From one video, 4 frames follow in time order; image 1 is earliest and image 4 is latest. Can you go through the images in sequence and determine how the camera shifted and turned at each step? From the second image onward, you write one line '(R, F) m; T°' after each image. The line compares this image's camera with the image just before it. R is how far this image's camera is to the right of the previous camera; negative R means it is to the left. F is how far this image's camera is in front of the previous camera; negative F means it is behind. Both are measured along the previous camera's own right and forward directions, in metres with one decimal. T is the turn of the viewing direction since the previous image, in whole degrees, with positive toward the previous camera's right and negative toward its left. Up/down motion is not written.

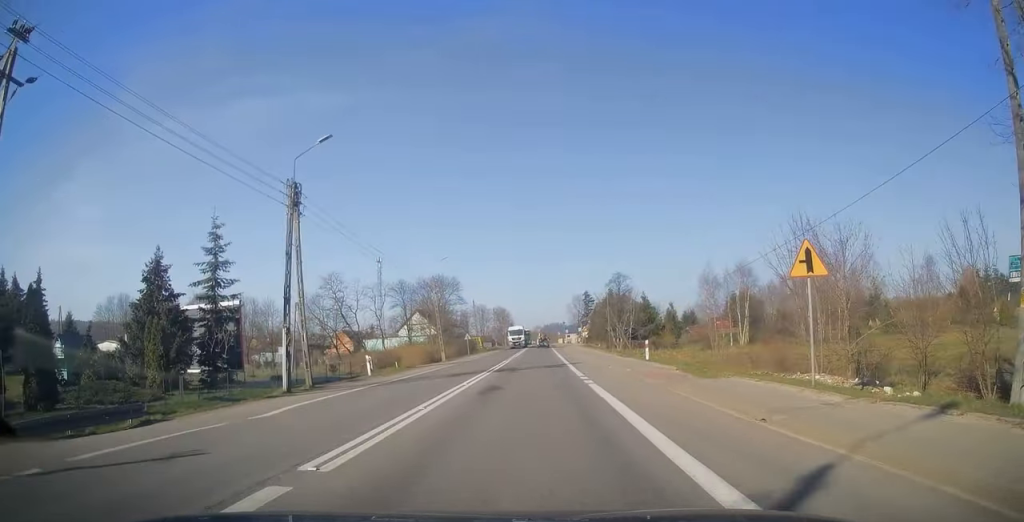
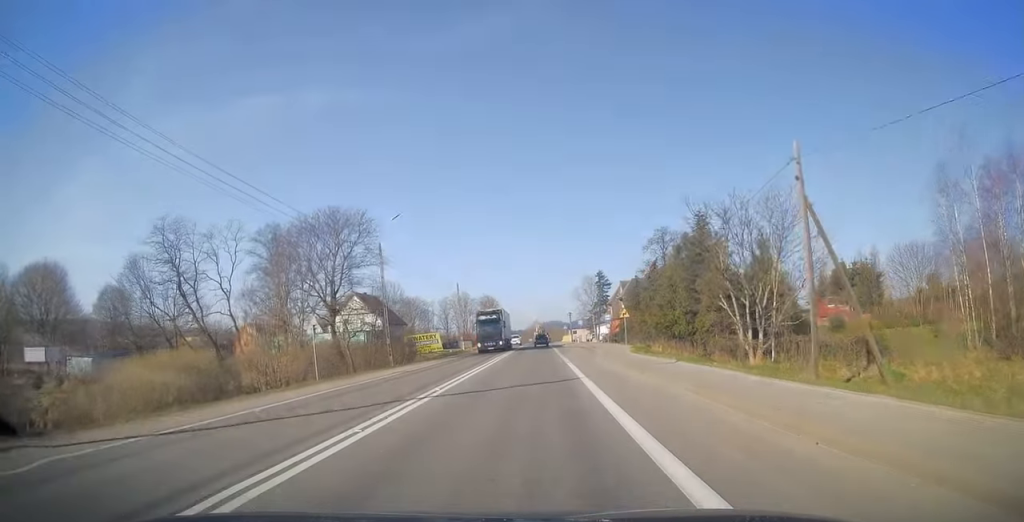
(+0.2, +48.6) m; 0°
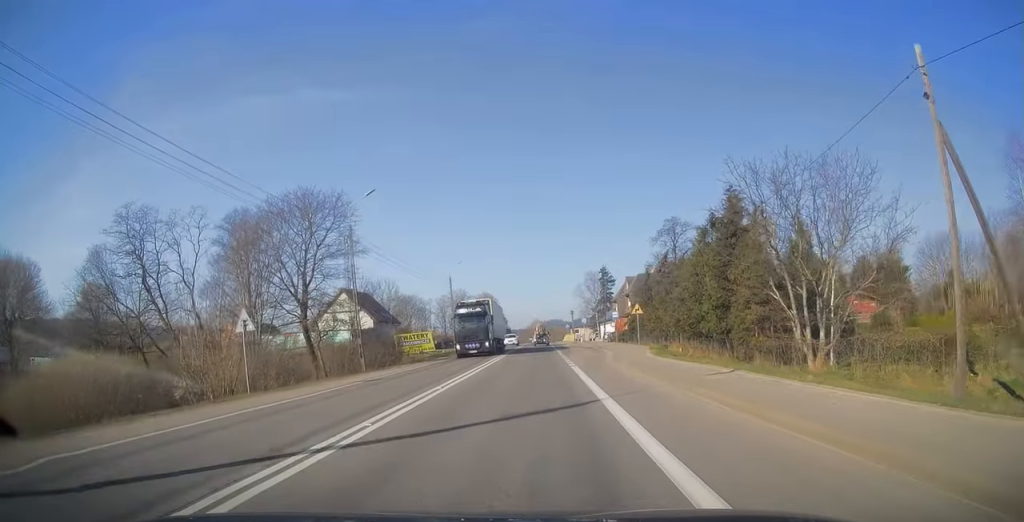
(0.0, +5.5) m; 0°
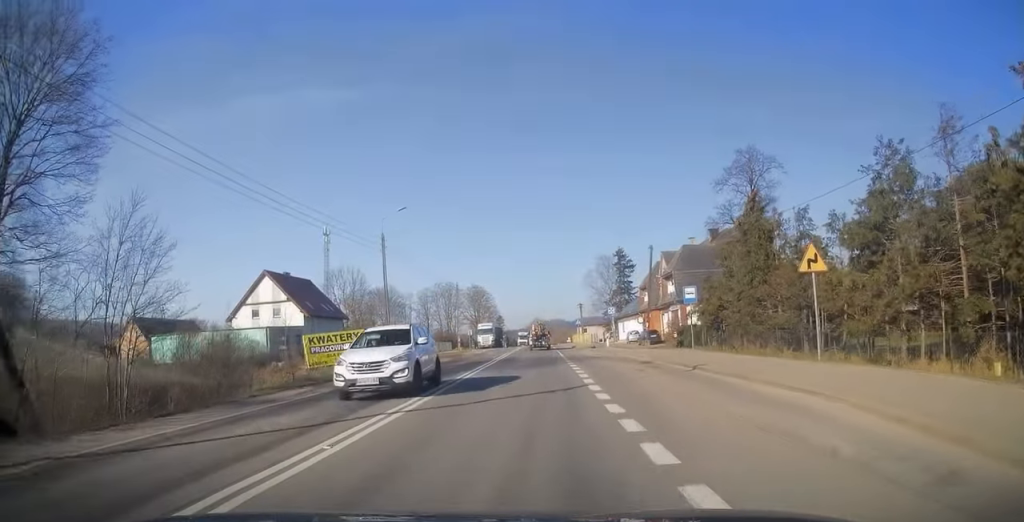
(+0.2, +25.7) m; +2°
